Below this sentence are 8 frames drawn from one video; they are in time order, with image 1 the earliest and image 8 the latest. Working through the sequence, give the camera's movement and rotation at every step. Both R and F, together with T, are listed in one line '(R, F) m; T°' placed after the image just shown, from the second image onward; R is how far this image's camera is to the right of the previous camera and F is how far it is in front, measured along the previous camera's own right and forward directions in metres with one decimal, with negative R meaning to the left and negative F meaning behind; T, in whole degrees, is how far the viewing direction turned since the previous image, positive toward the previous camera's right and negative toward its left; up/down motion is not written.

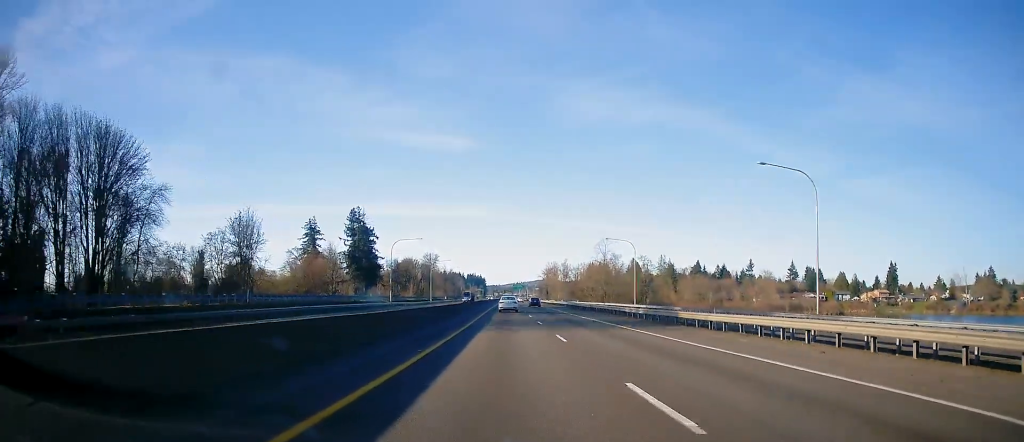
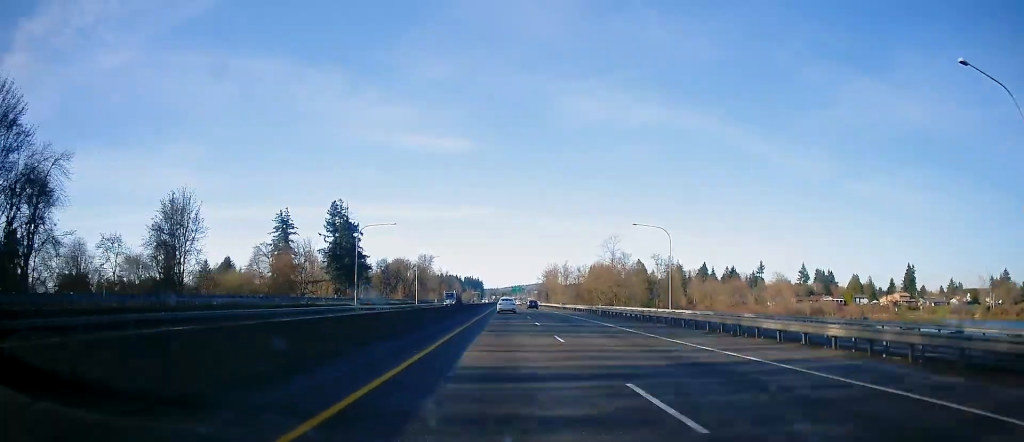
(0.0, +24.7) m; 0°
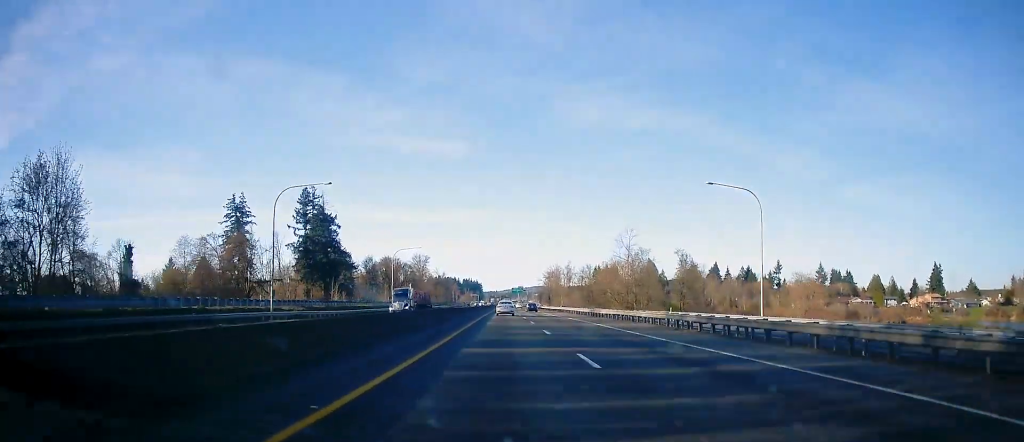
(0.0, +31.6) m; 0°
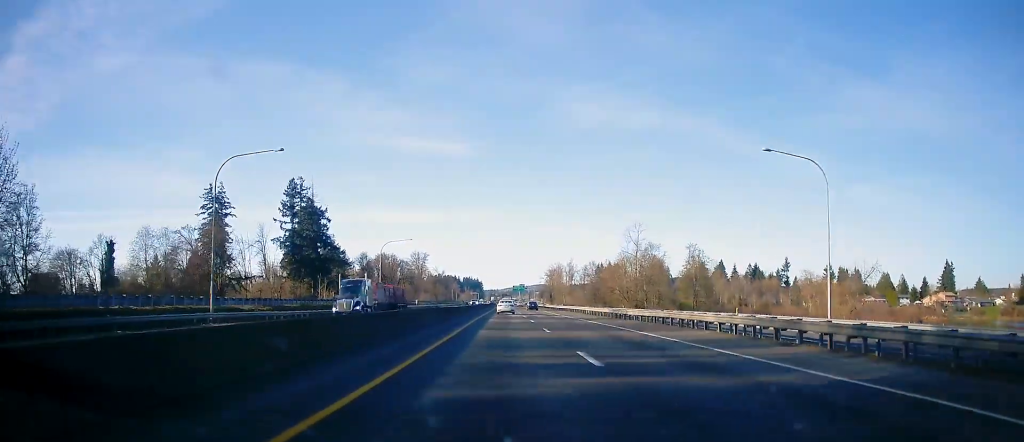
(0.0, +12.2) m; 0°
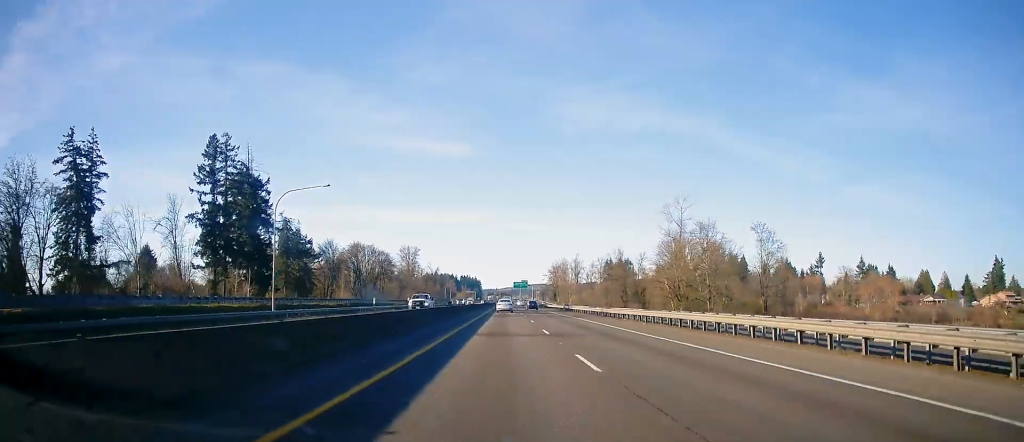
(+0.1, +49.9) m; 0°
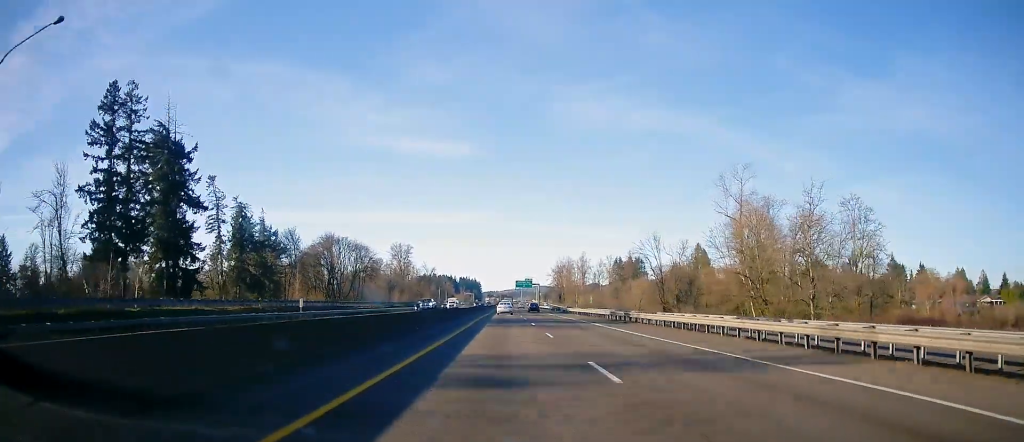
(0.0, +38.7) m; 0°
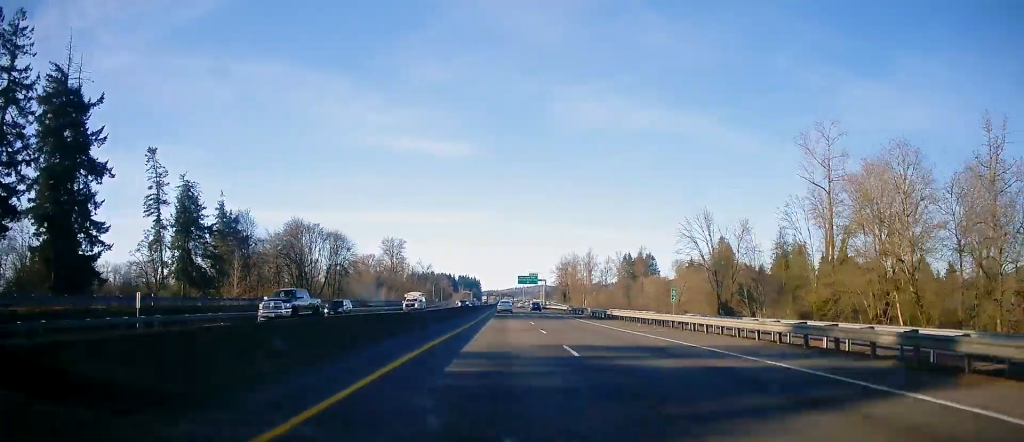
(0.0, +32.4) m; 0°
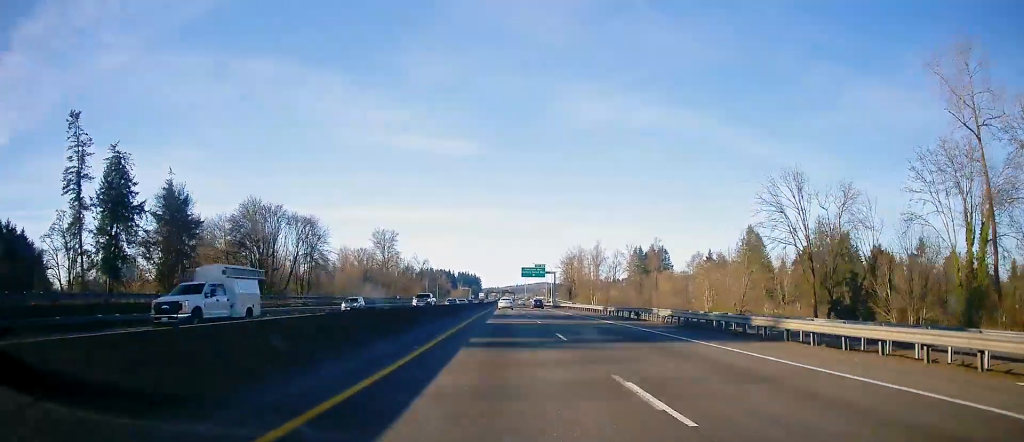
(-0.3, +31.0) m; 0°
